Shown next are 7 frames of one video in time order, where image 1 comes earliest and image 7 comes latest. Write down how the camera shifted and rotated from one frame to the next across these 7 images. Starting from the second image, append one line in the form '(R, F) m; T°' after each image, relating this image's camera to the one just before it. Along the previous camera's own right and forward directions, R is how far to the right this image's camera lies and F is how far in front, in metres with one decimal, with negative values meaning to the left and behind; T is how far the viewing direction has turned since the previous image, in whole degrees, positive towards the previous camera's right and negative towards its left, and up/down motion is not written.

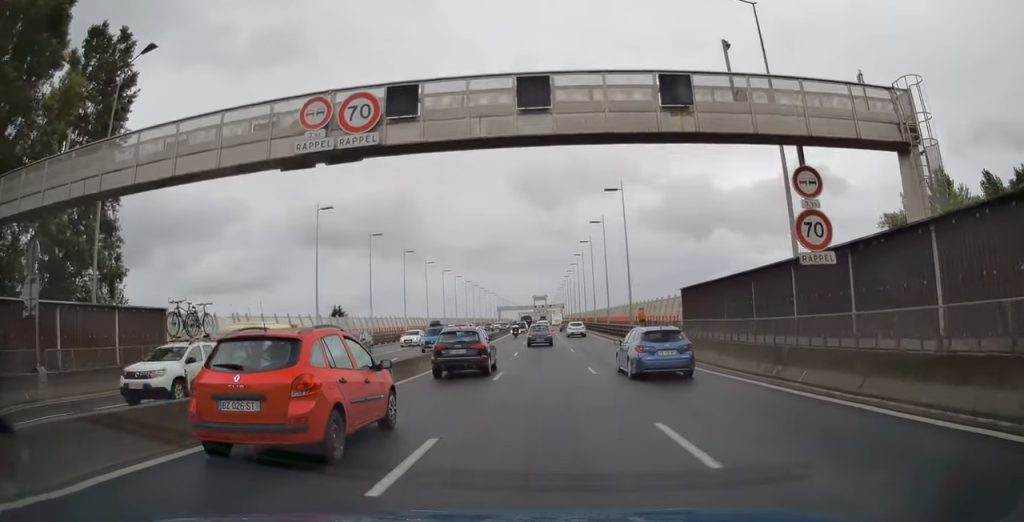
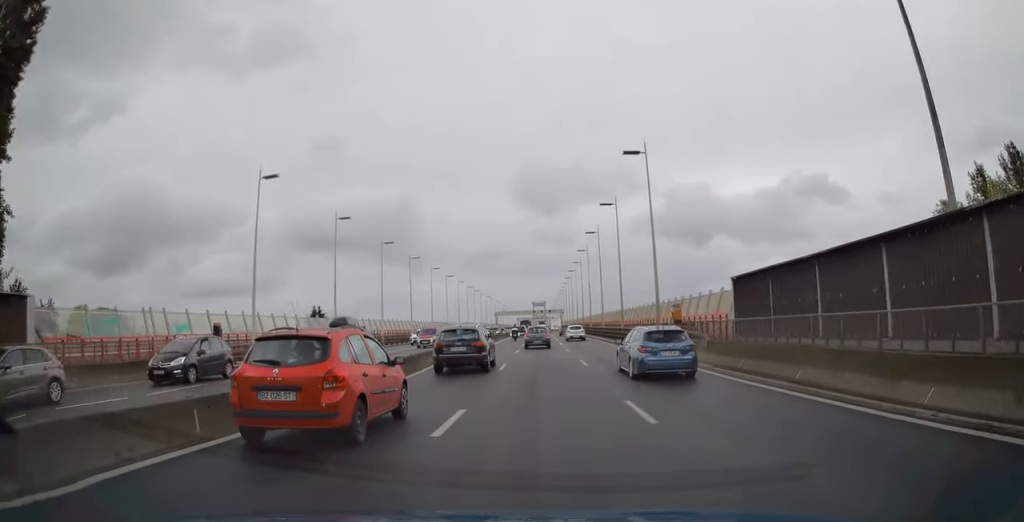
(0.0, +9.7) m; 0°
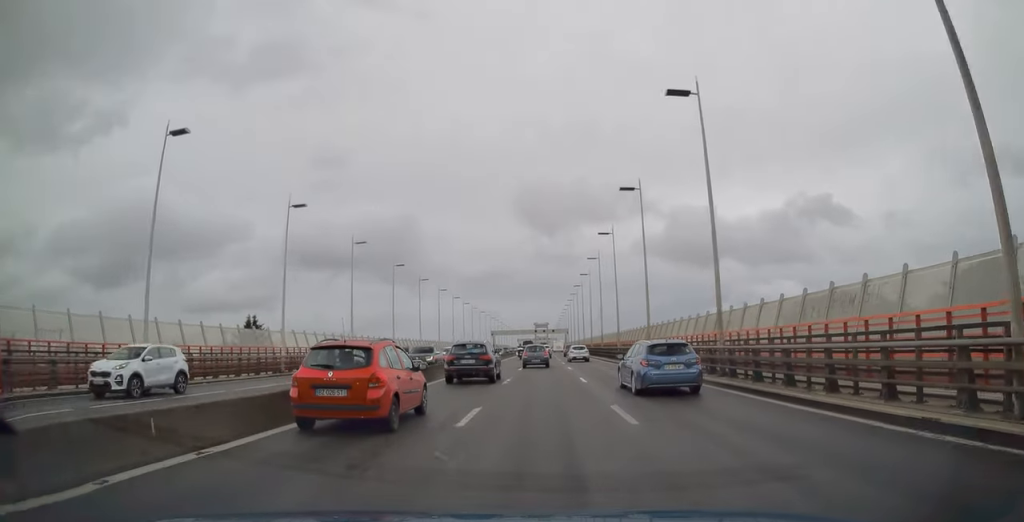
(0.0, +24.3) m; 0°
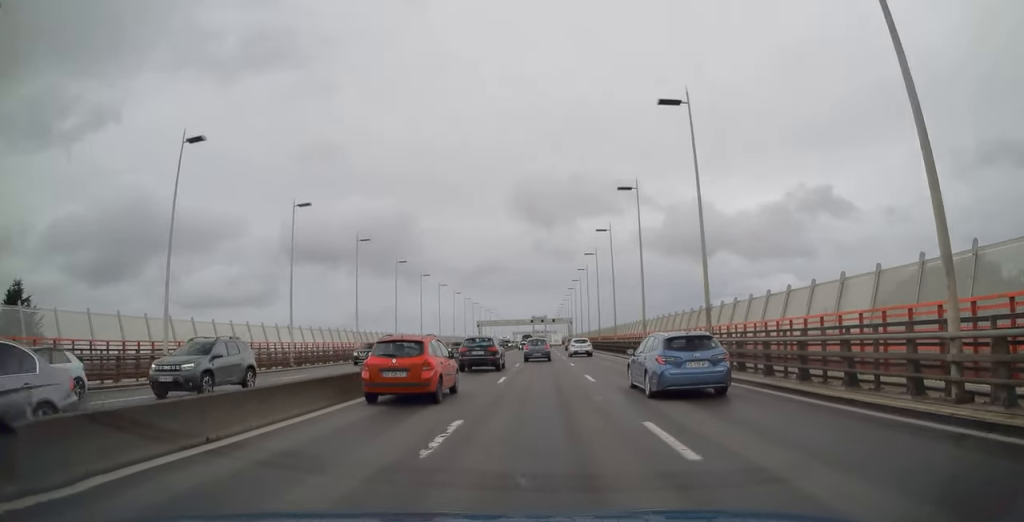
(0.0, +40.8) m; 0°
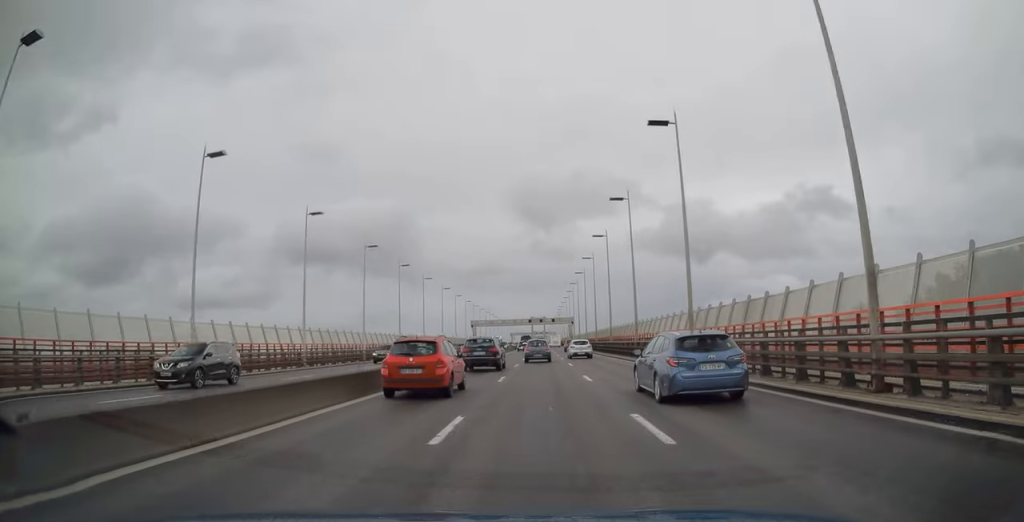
(0.0, +11.7) m; 0°
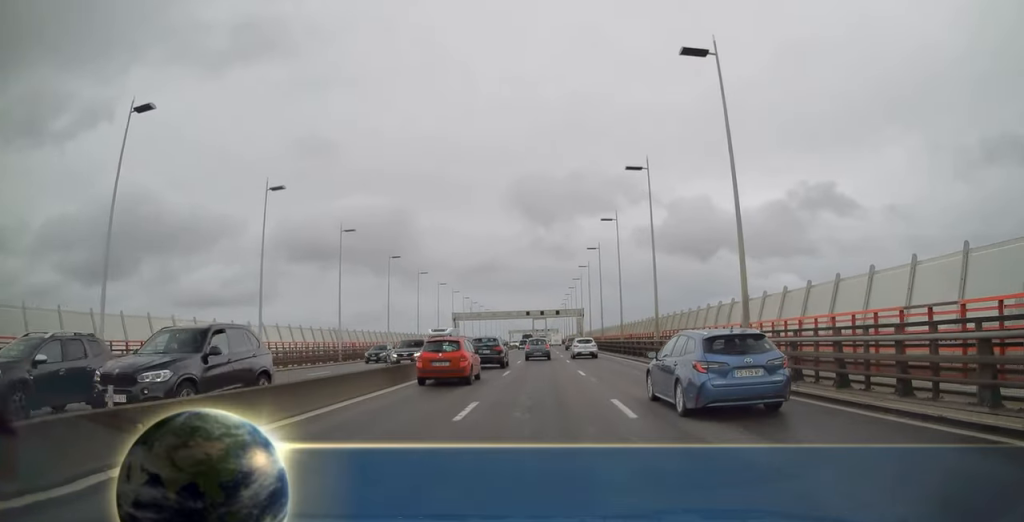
(+0.1, +35.4) m; 0°
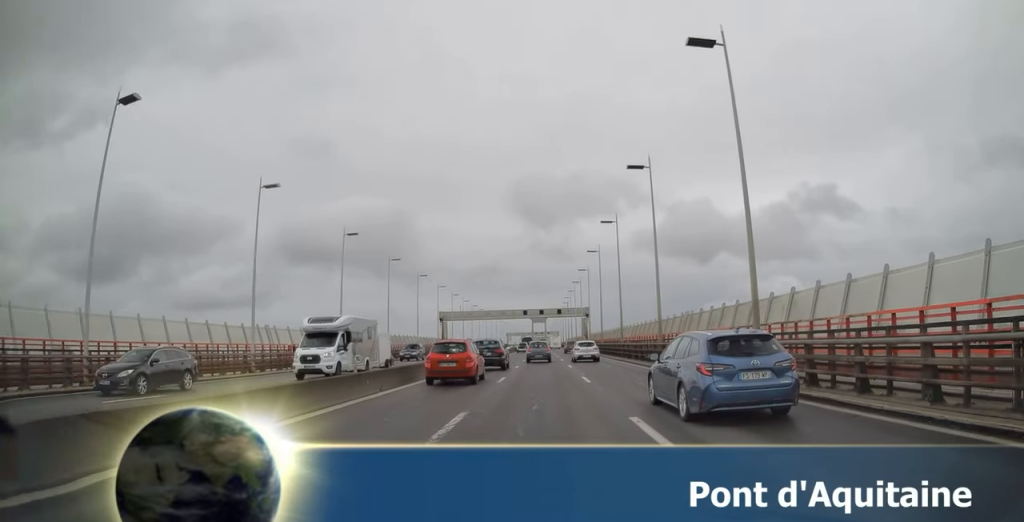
(0.0, +15.0) m; 0°
